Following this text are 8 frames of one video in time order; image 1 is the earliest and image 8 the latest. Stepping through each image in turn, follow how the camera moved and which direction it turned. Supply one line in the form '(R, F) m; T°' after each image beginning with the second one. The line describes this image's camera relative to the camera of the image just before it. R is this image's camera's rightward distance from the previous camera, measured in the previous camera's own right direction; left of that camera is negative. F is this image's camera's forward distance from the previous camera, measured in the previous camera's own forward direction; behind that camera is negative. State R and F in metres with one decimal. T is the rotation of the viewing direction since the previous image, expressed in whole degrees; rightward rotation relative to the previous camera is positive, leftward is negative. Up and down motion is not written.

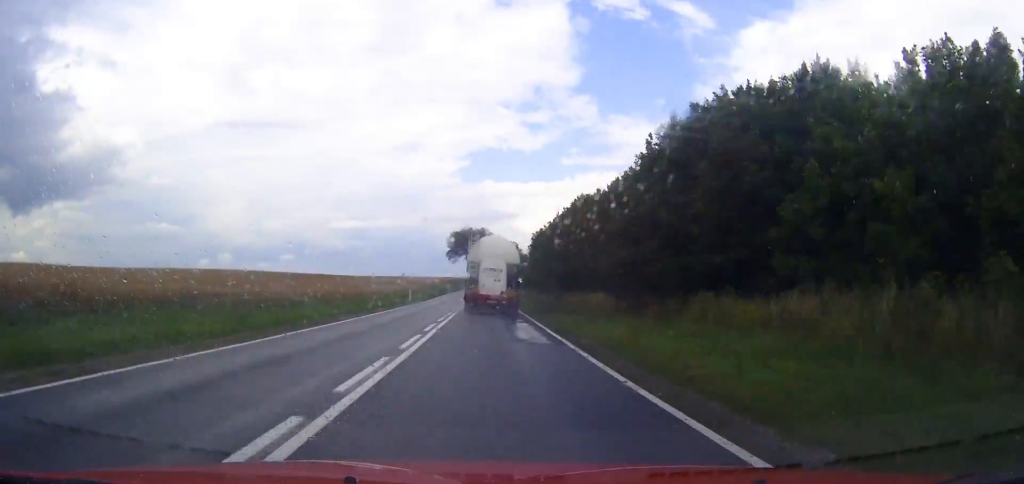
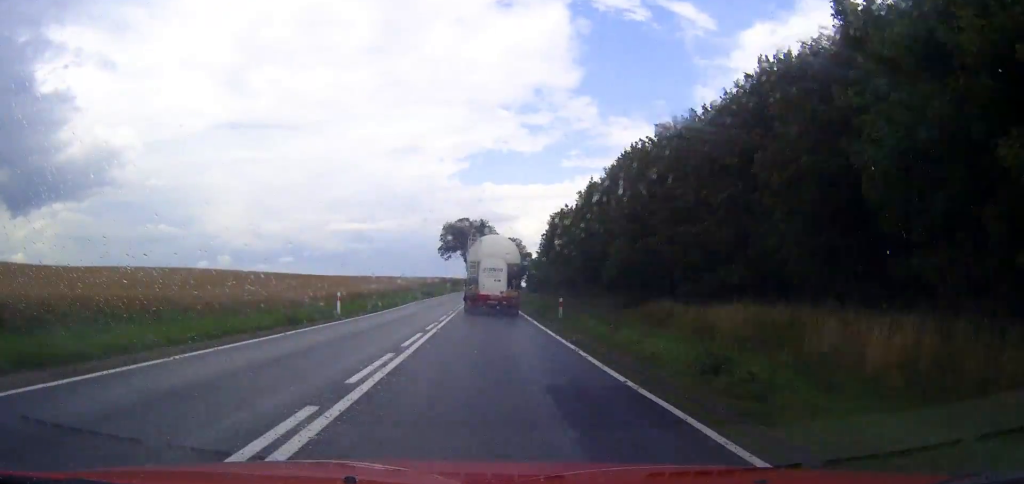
(+0.1, +29.4) m; +1°
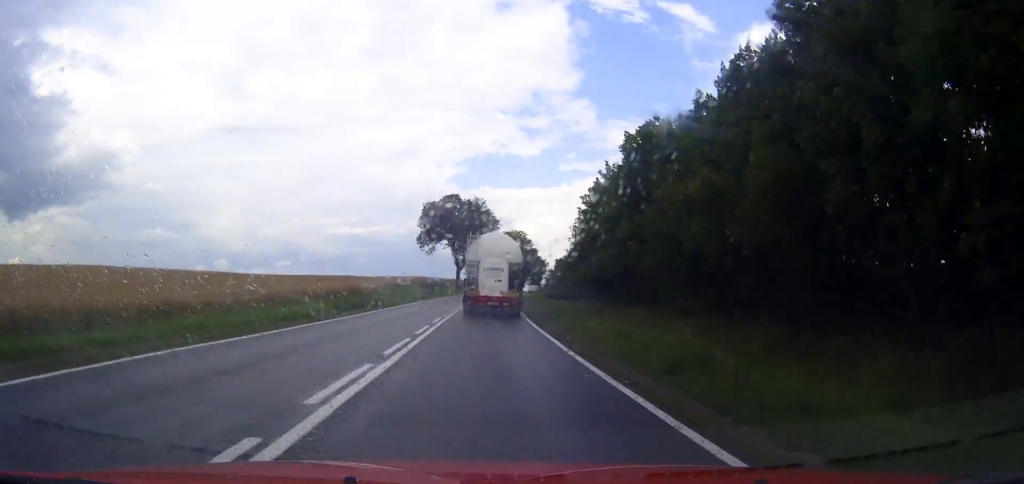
(-0.2, +42.8) m; +1°
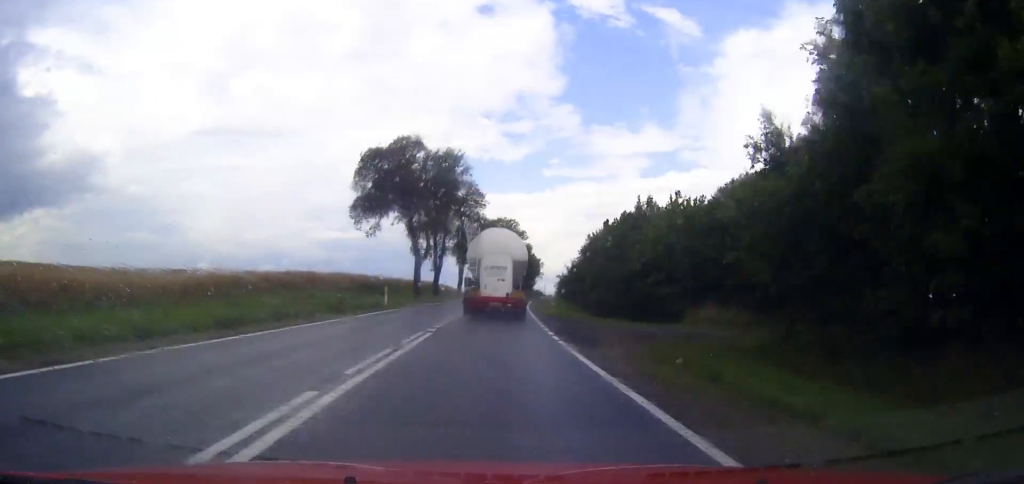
(+1.0, +43.9) m; +2°
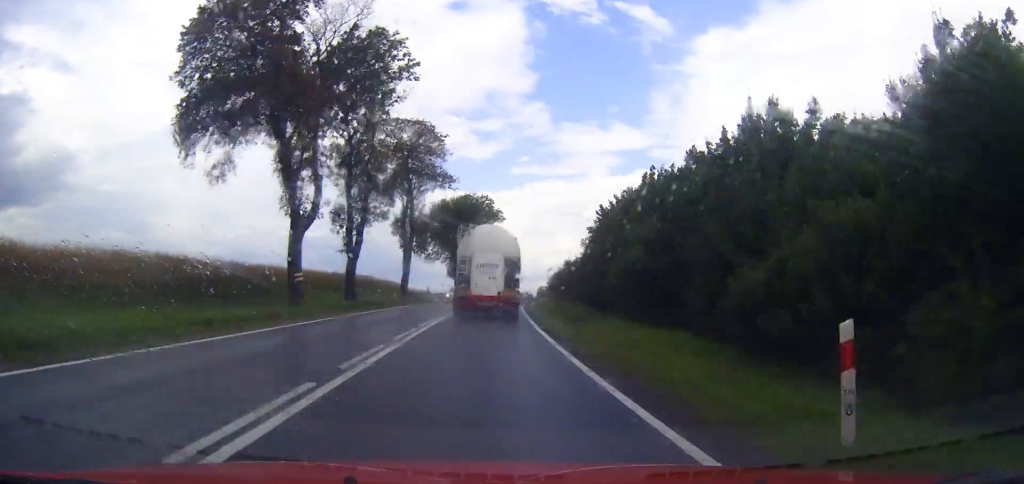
(+0.3, +34.8) m; +2°
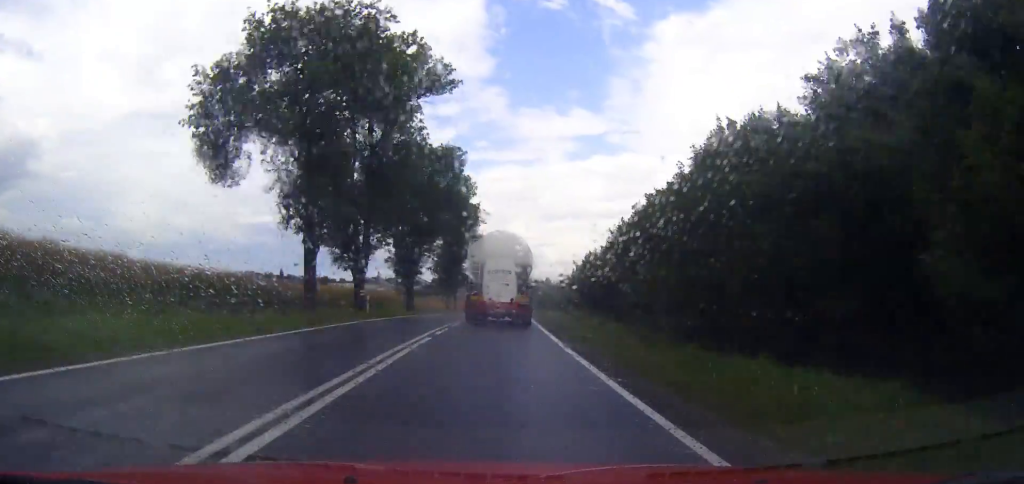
(+2.3, +70.2) m; +3°
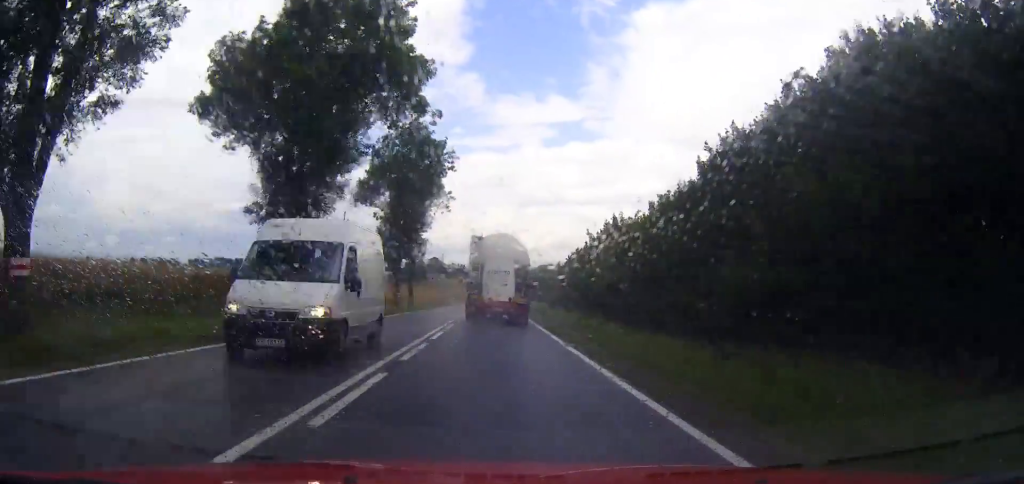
(+0.6, +33.5) m; +1°
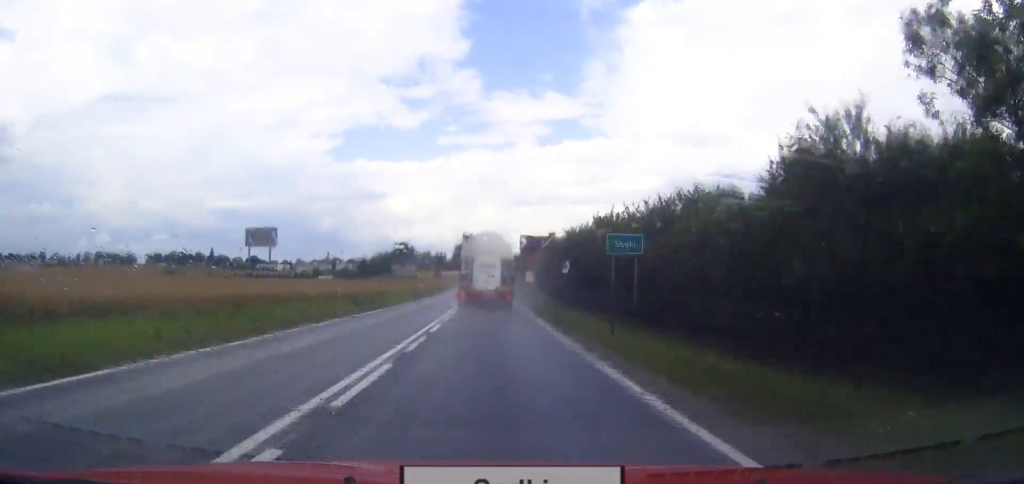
(+1.7, +129.6) m; +1°
